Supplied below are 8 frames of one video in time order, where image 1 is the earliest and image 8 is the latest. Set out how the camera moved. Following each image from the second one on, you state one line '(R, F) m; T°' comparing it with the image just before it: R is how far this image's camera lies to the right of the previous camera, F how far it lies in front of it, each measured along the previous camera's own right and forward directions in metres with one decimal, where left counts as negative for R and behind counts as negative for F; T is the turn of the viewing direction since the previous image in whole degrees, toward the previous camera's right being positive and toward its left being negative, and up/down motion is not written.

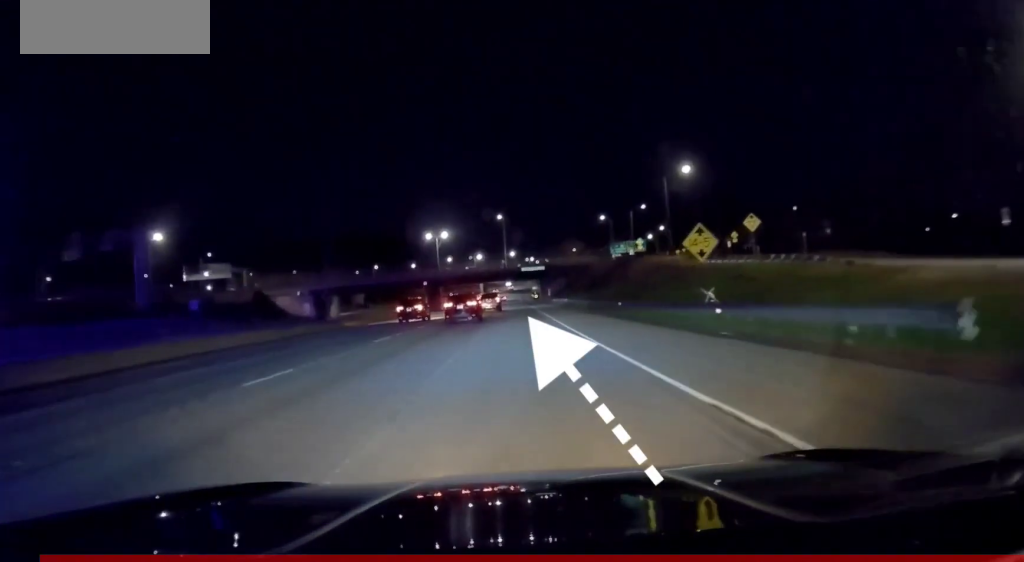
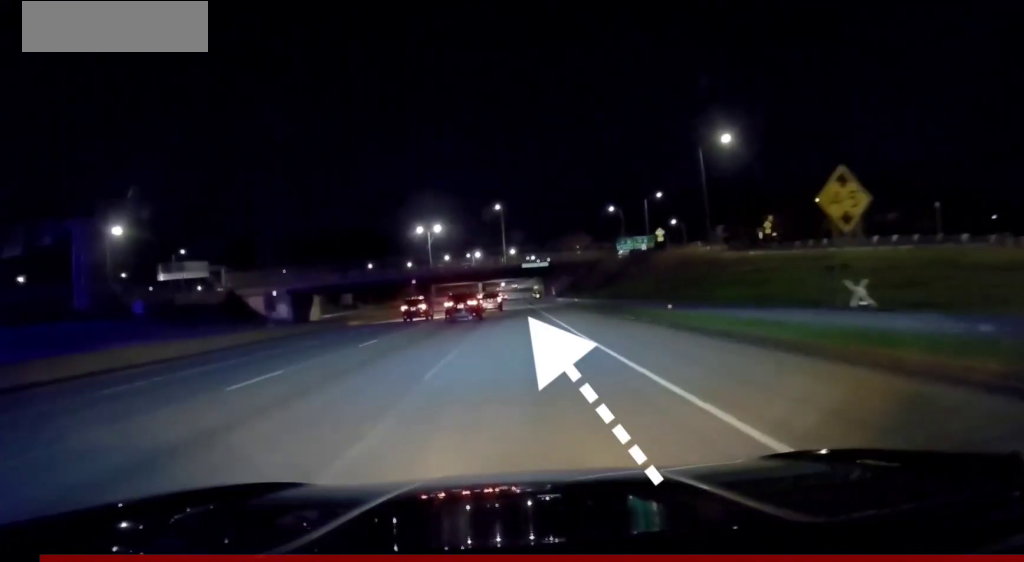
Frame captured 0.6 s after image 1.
(0.0, +14.1) m; 0°
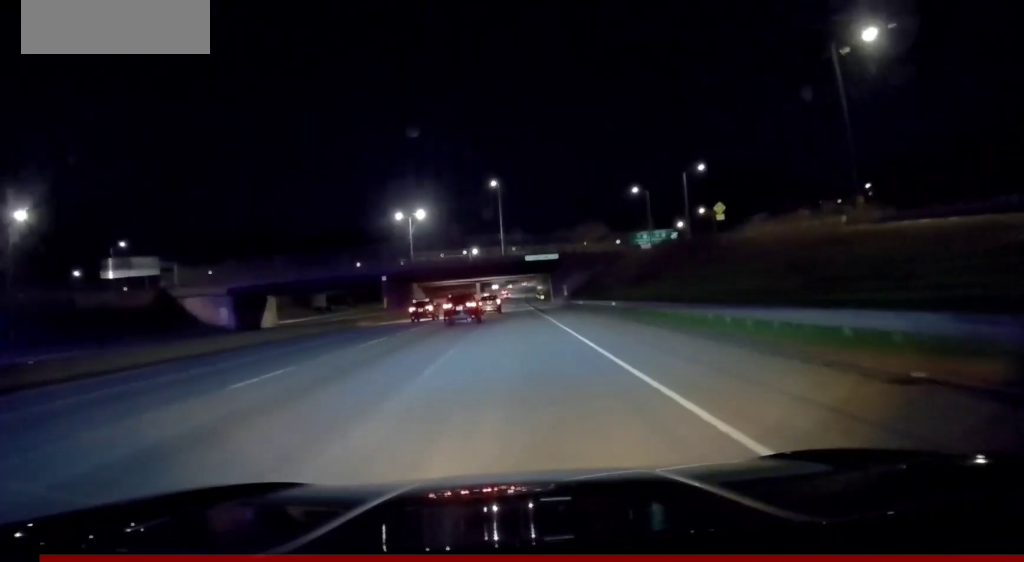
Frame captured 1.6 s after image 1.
(0.0, +25.8) m; 0°
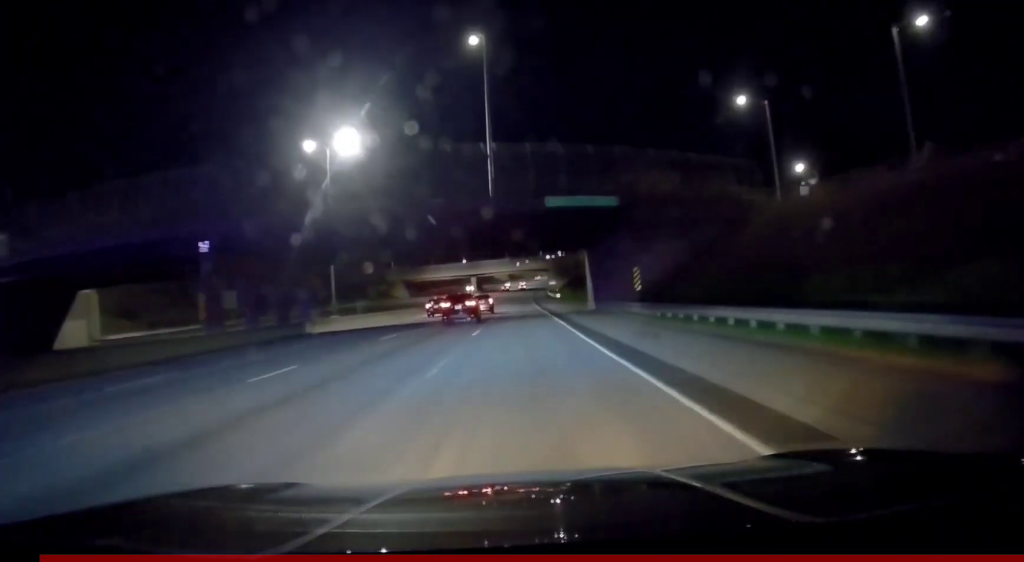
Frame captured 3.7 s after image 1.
(0.0, +52.0) m; 0°
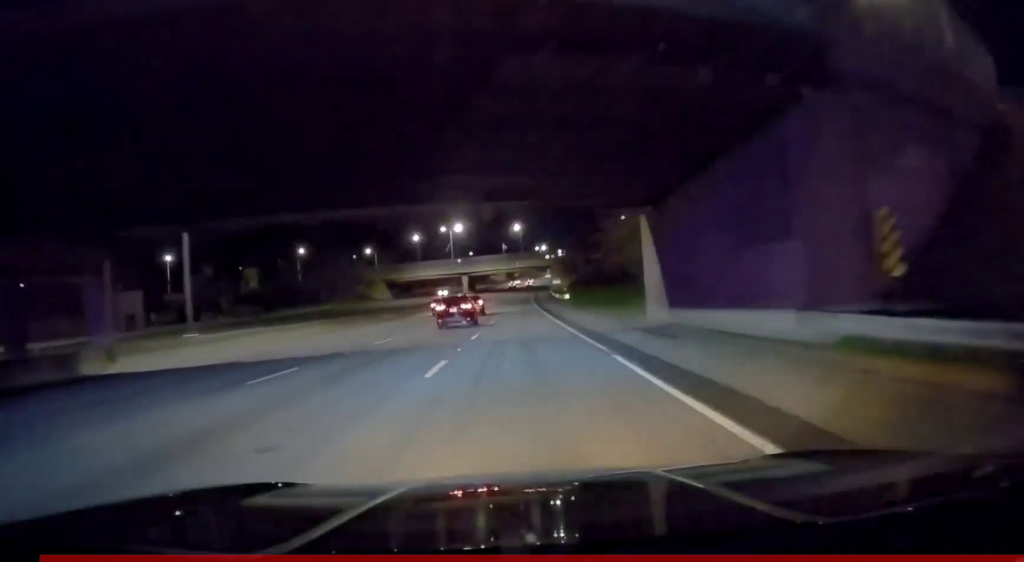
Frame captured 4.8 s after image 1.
(0.0, +26.0) m; 0°
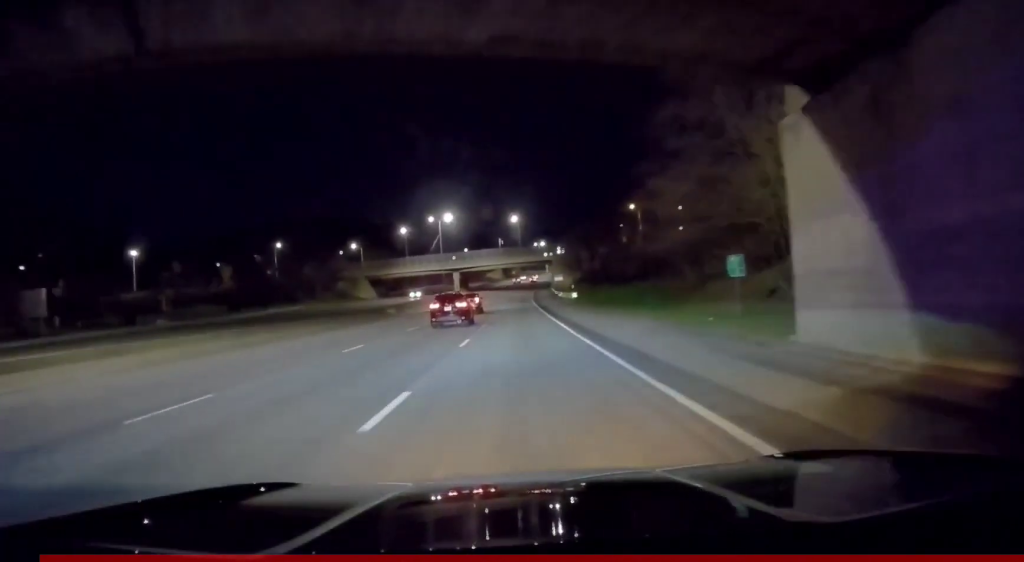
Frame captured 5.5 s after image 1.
(0.0, +16.3) m; 0°
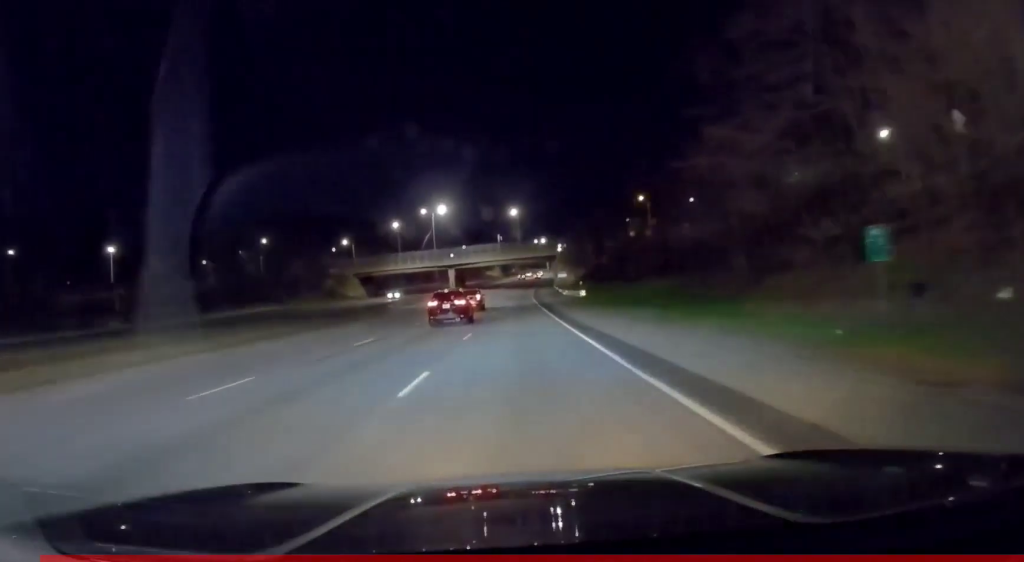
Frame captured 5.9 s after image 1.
(0.0, +10.1) m; 0°
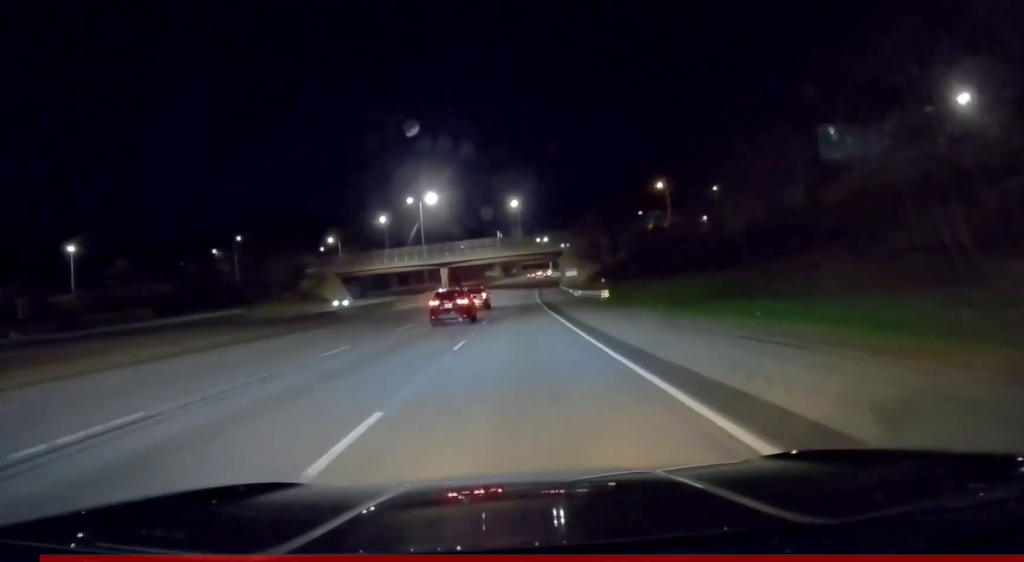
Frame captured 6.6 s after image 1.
(0.0, +16.4) m; 0°
